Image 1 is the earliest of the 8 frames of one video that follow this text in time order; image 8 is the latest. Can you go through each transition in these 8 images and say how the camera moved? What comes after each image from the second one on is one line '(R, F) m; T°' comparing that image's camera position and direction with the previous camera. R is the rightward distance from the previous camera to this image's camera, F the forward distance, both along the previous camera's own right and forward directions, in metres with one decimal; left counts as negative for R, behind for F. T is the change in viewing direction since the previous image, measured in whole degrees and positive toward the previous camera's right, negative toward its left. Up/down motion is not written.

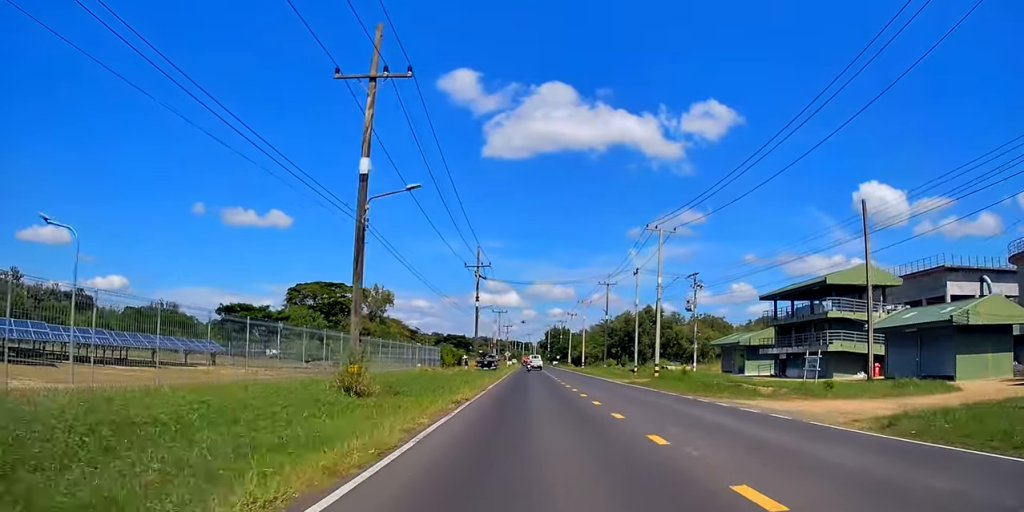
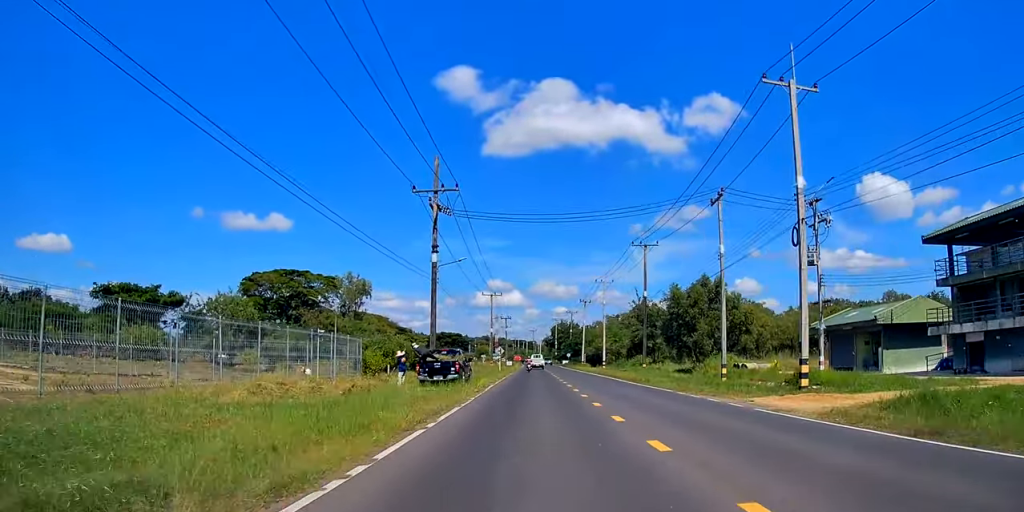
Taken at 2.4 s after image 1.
(+0.1, +28.7) m; -1°
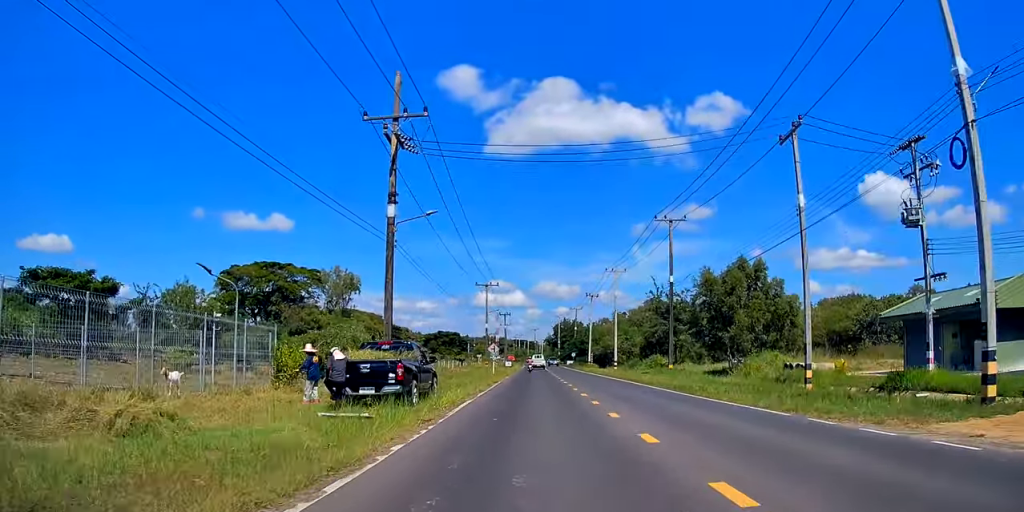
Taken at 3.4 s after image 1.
(-0.2, +11.0) m; 0°
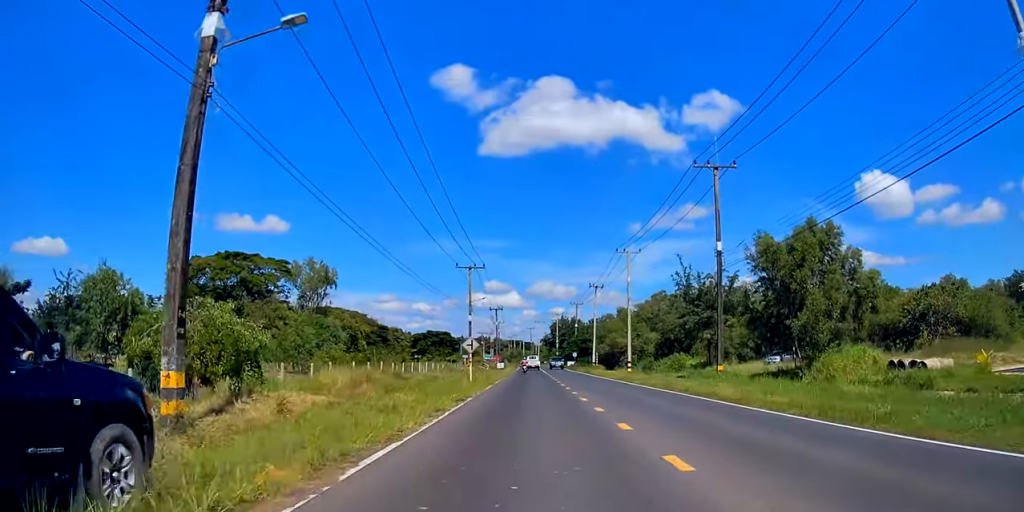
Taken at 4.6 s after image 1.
(+0.2, +14.0) m; 0°
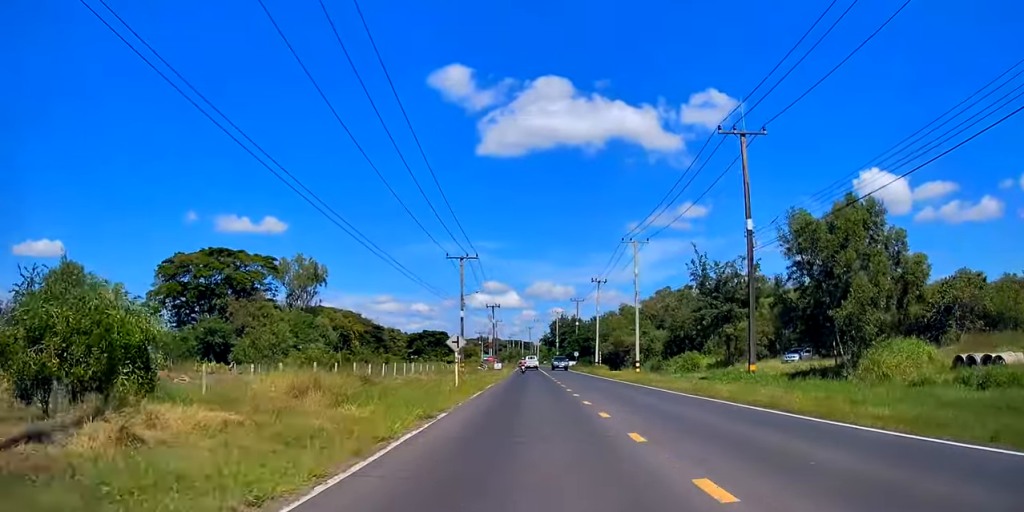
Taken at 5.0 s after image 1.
(-0.1, +5.6) m; 0°
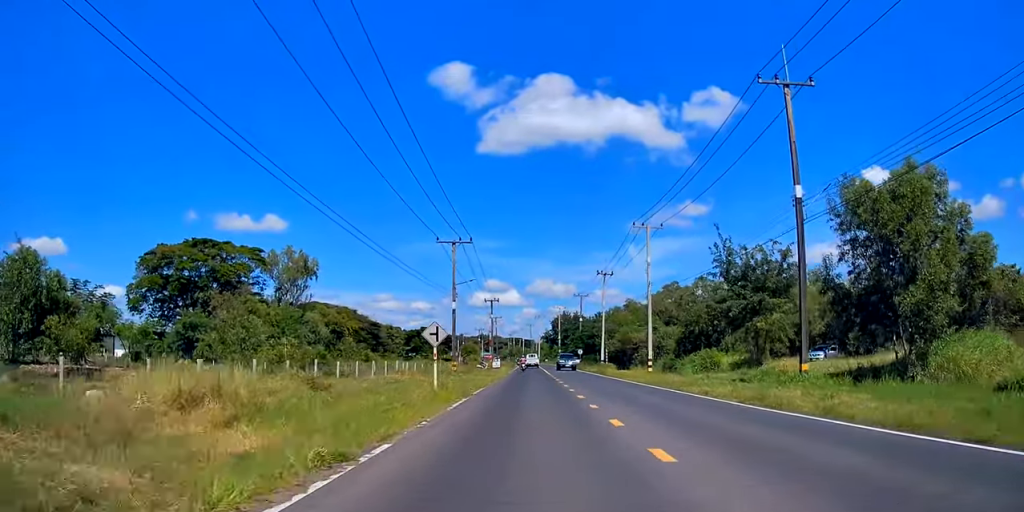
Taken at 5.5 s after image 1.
(0.0, +6.0) m; 0°
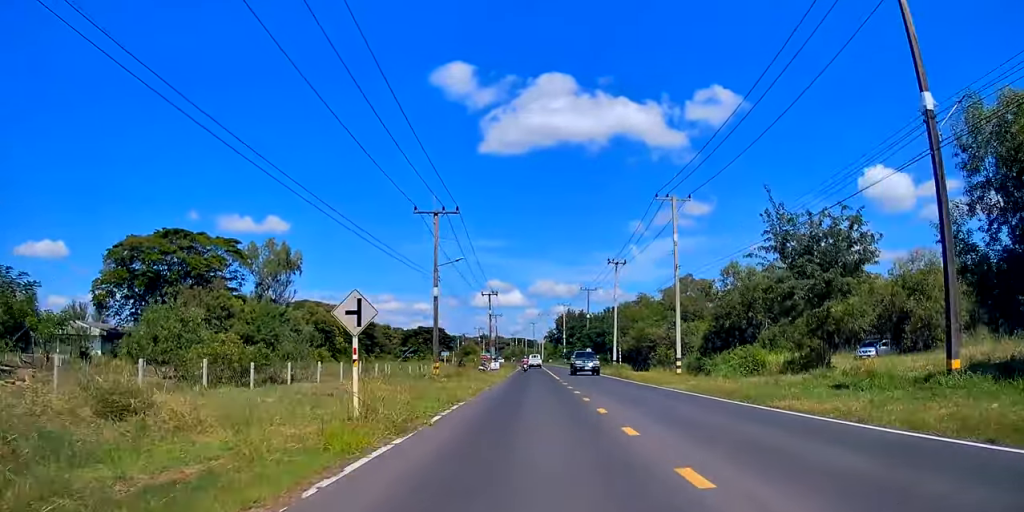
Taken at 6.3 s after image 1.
(+0.1, +9.9) m; 0°
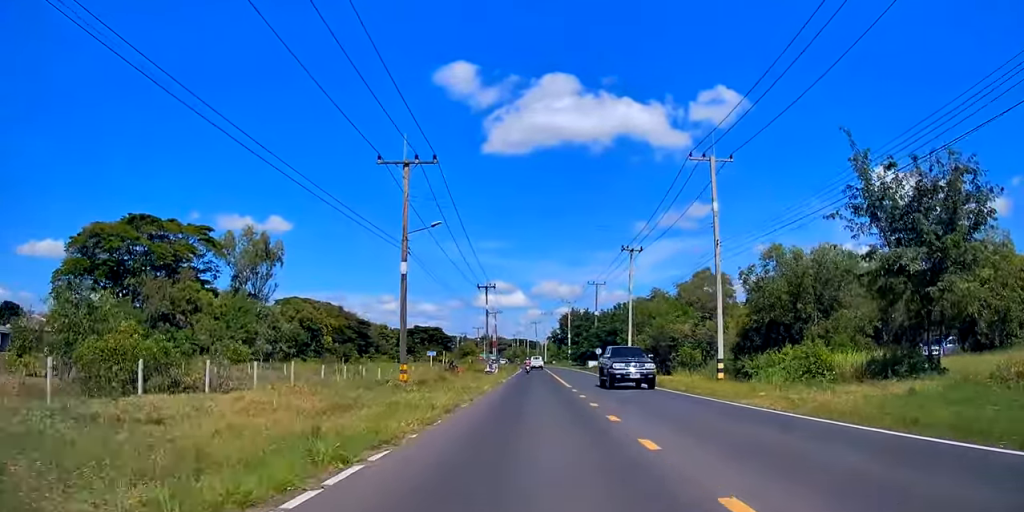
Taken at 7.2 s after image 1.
(0.0, +9.6) m; 0°
